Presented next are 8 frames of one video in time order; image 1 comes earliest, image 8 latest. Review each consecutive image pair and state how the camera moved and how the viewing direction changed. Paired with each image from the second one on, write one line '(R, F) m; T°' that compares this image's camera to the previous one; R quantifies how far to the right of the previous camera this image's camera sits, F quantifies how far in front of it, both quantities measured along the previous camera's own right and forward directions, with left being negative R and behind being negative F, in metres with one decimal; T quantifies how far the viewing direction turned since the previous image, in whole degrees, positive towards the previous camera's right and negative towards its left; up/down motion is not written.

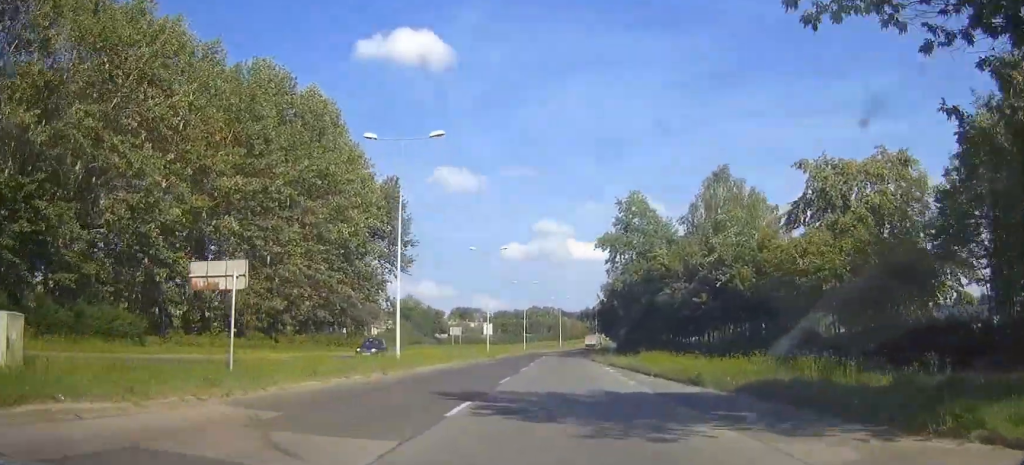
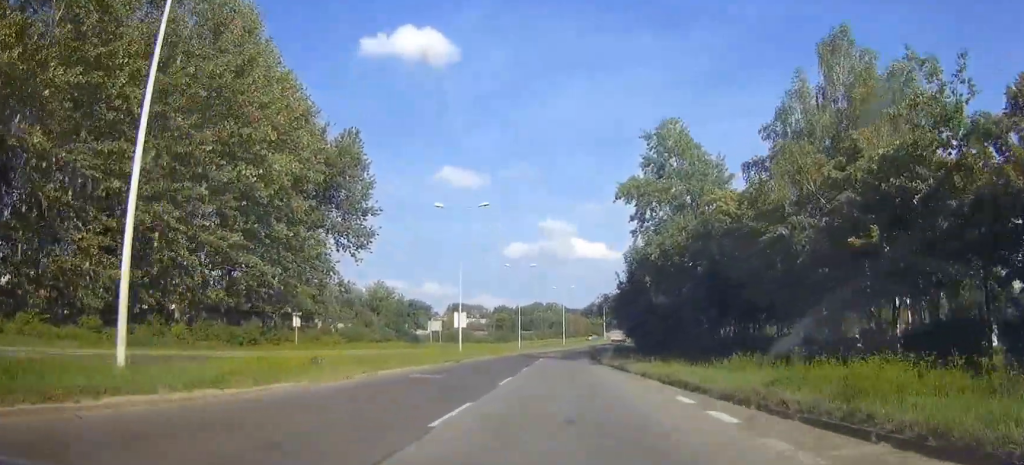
(0.0, +23.9) m; 0°
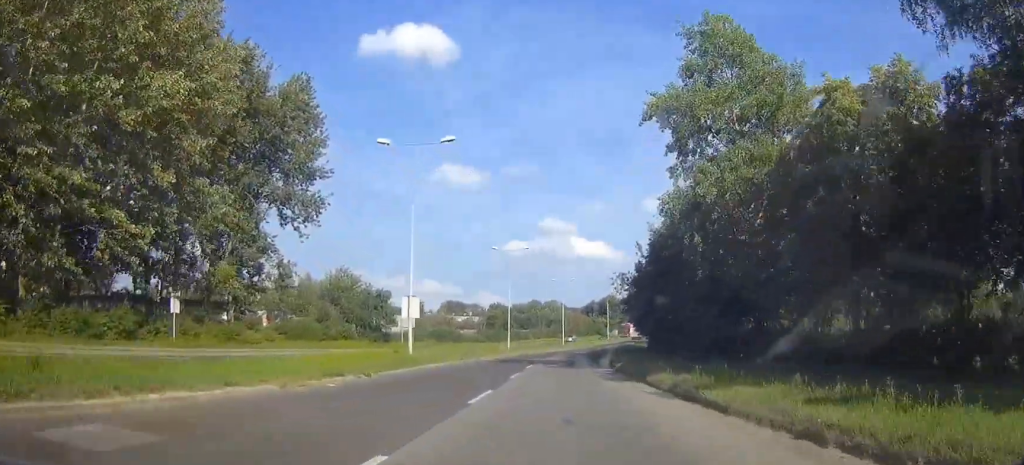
(-0.1, +18.5) m; 0°
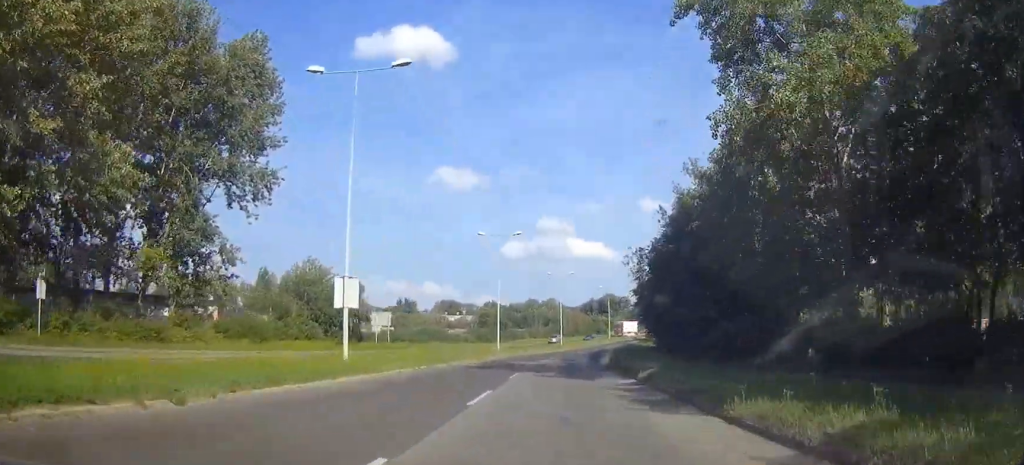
(0.0, +11.4) m; 0°
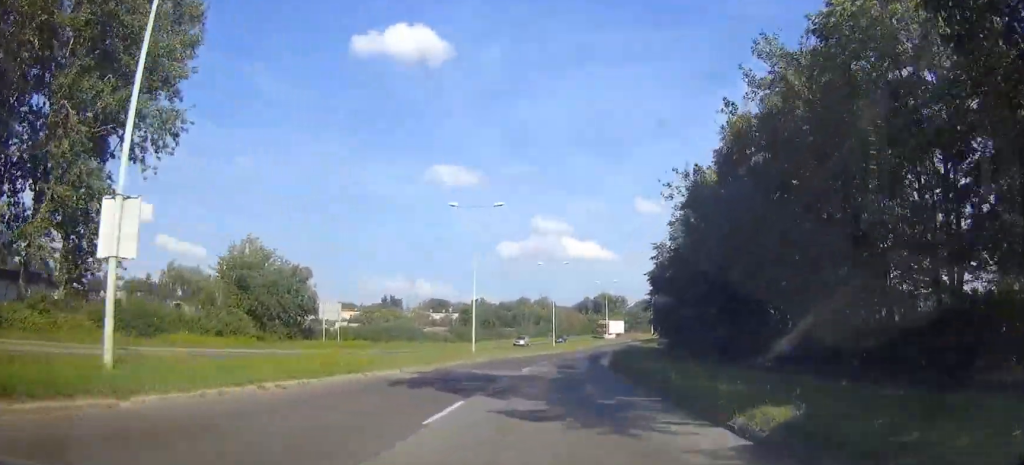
(0.0, +15.0) m; 0°
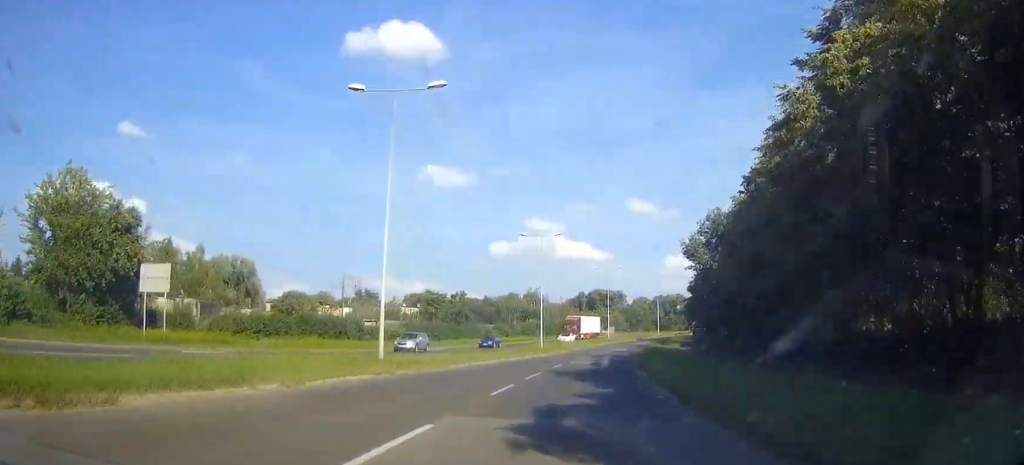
(+0.2, +27.3) m; +1°
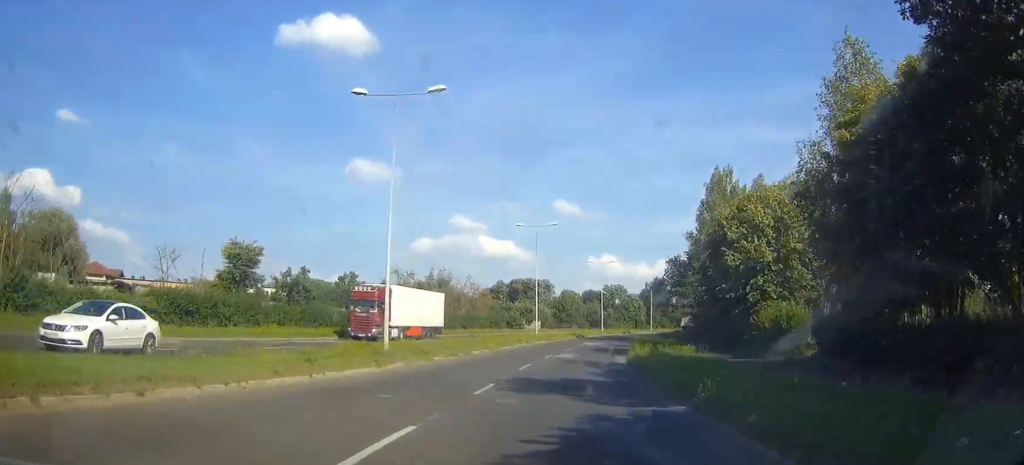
(+1.4, +42.6) m; +5°
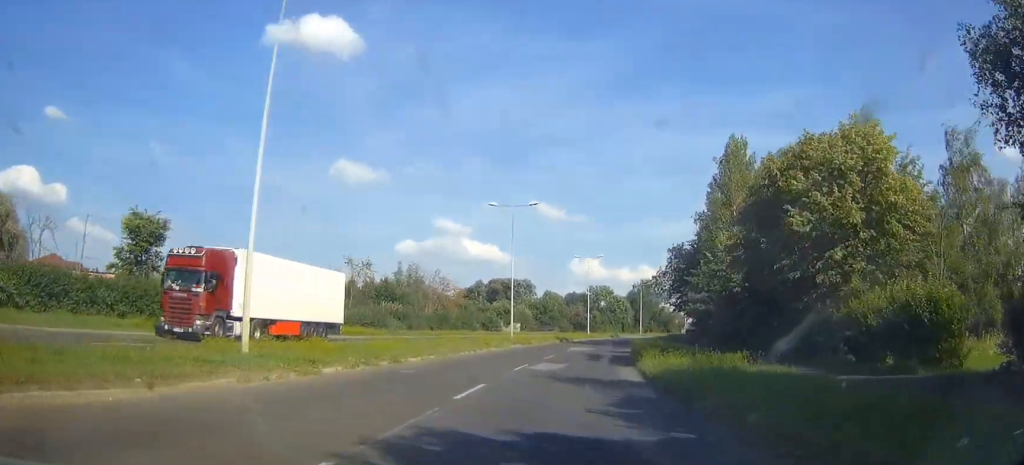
(+0.1, +13.0) m; +2°
